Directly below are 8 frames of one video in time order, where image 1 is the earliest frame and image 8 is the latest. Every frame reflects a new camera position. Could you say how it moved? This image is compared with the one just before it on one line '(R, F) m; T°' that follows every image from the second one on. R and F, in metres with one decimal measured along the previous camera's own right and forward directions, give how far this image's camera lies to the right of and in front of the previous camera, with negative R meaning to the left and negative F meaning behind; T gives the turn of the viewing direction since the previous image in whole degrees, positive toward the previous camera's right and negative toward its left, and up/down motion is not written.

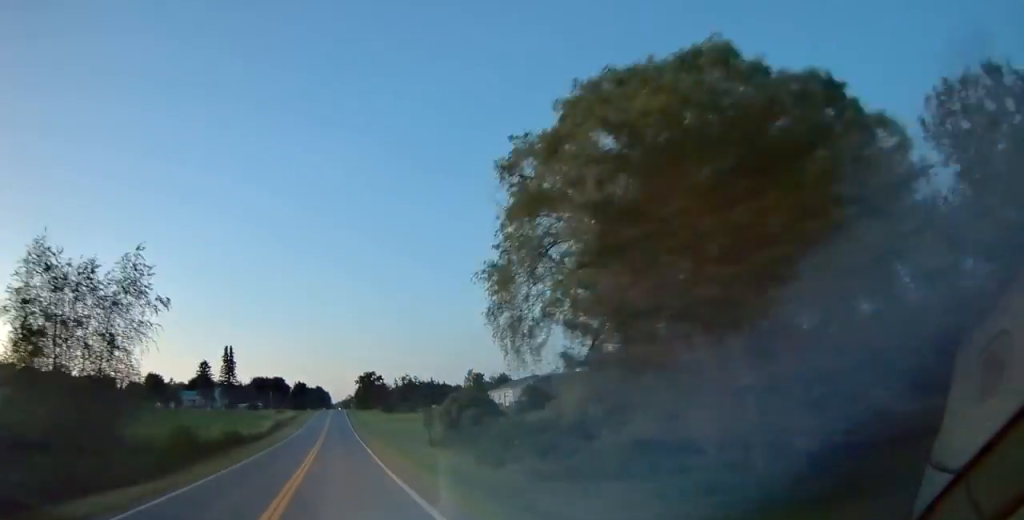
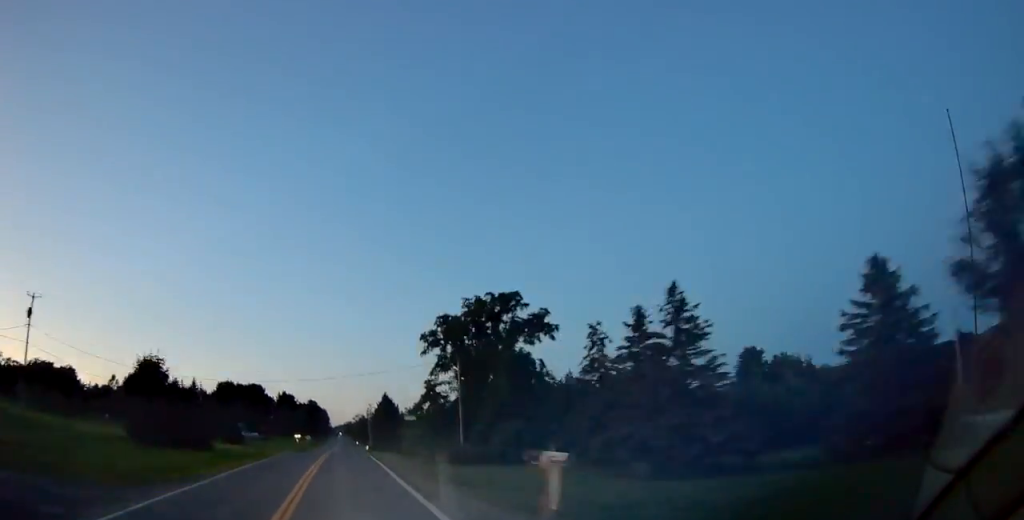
(-0.6, +140.0) m; 0°
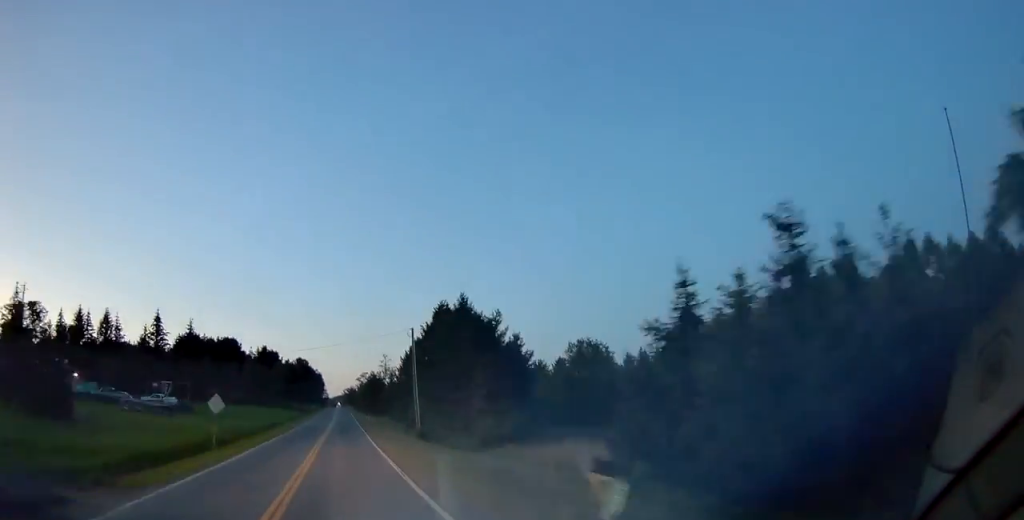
(+0.7, +78.6) m; 0°
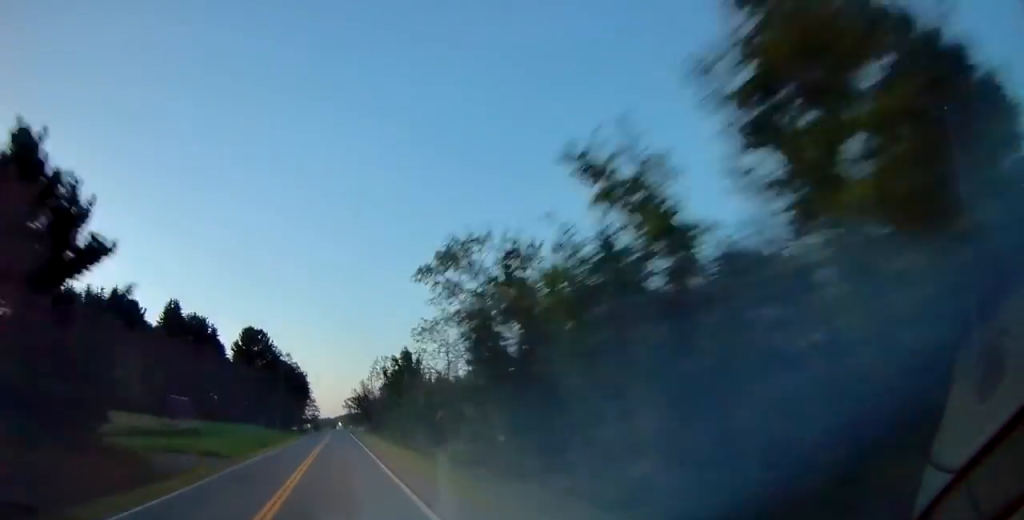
(-0.3, +128.6) m; -1°
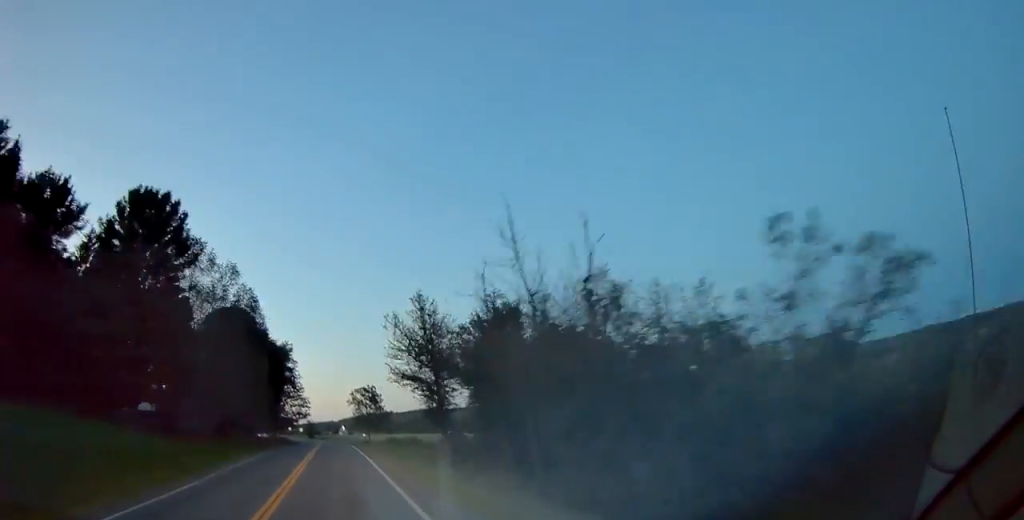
(+0.1, +67.8) m; -1°
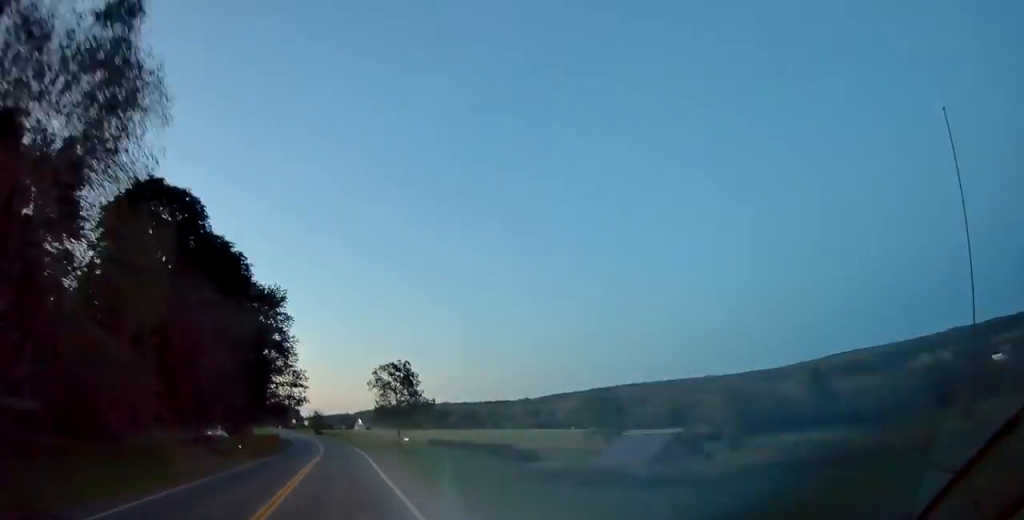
(-0.8, +41.0) m; -2°
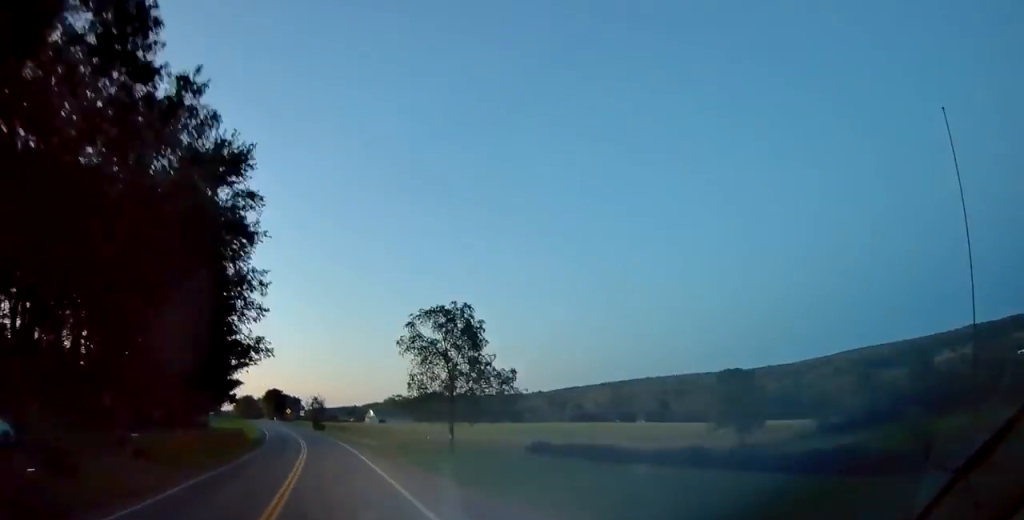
(+0.5, +37.9) m; -2°
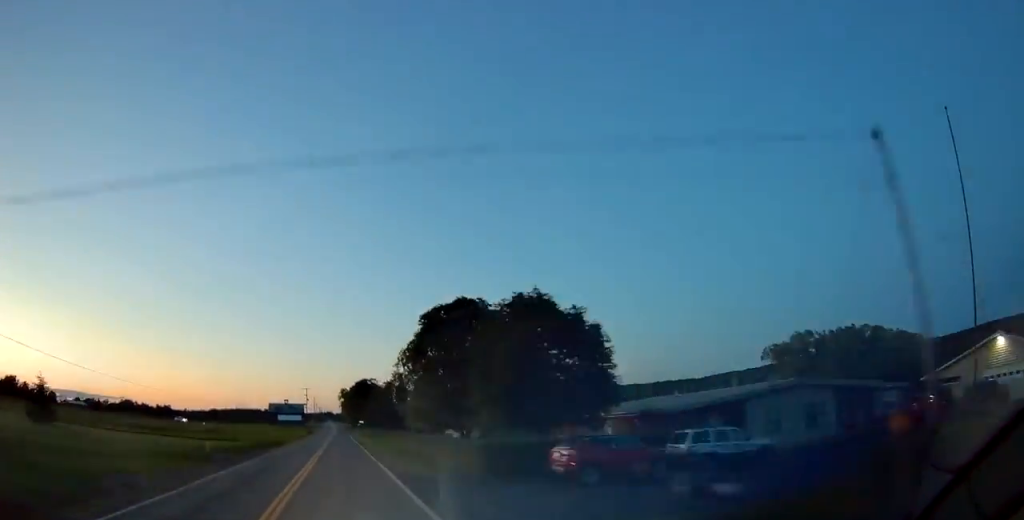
(-17.3, +162.4) m; -9°
